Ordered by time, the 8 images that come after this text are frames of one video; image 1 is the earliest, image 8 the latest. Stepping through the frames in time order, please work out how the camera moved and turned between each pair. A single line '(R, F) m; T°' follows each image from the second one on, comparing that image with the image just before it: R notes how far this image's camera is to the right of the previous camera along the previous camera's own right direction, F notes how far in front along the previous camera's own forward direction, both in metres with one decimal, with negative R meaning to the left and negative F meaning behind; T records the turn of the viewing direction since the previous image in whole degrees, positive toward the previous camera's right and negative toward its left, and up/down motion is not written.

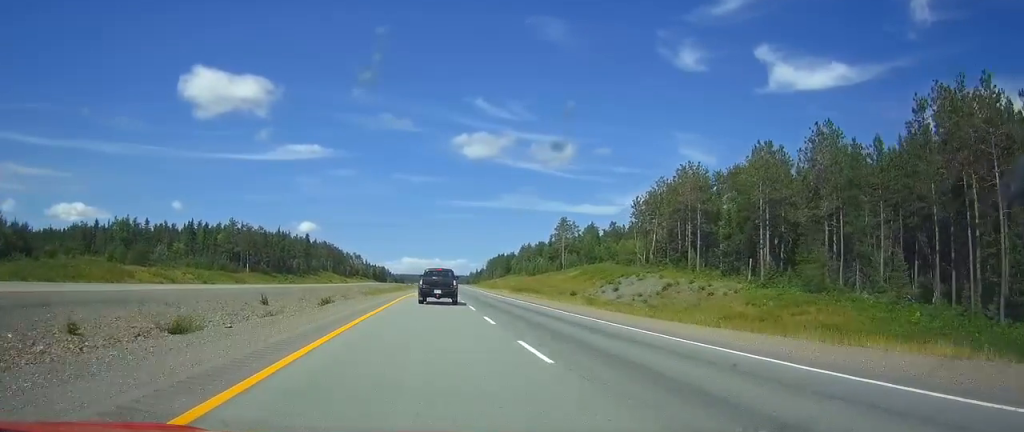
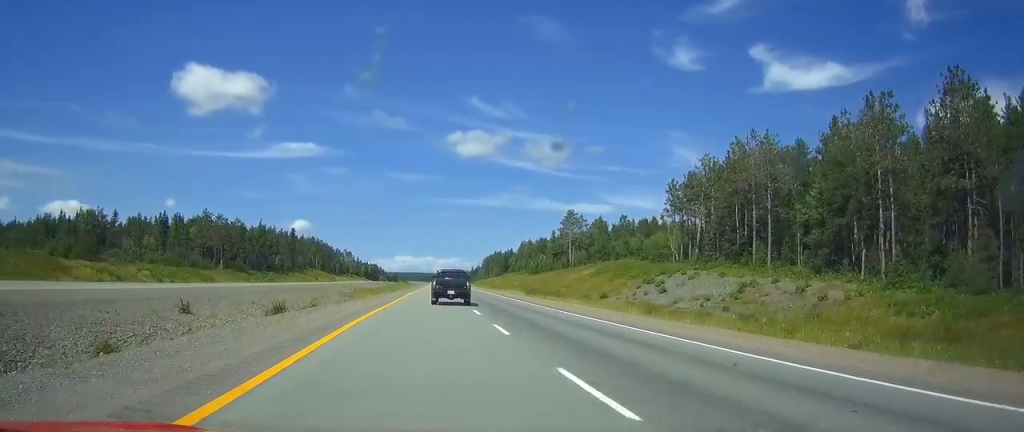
(+0.2, +22.3) m; +1°
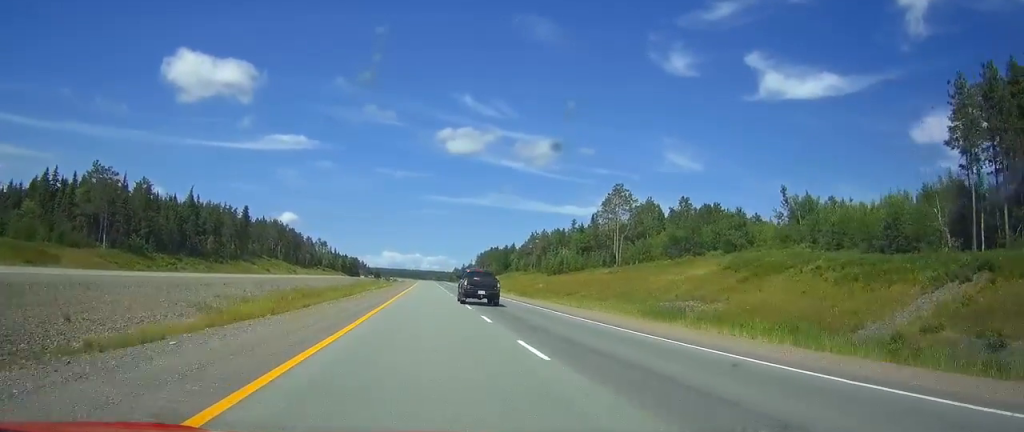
(+0.7, +68.0) m; +1°
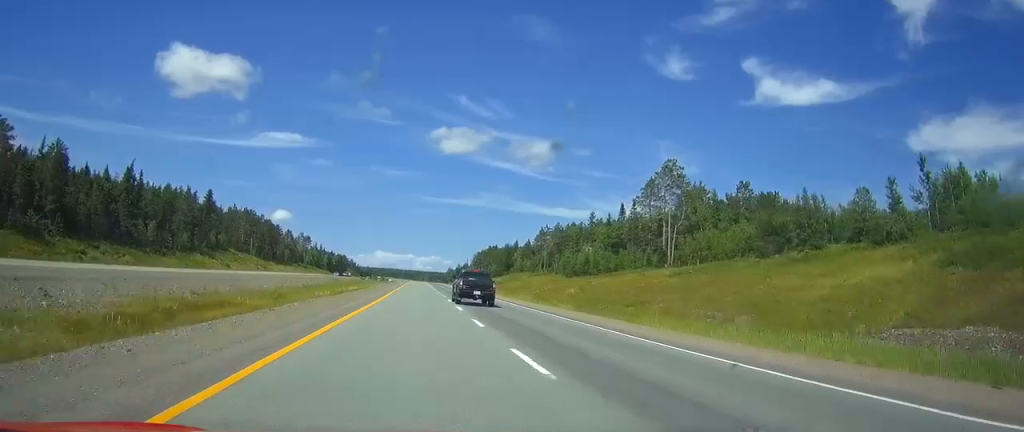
(+0.3, +38.4) m; +1°
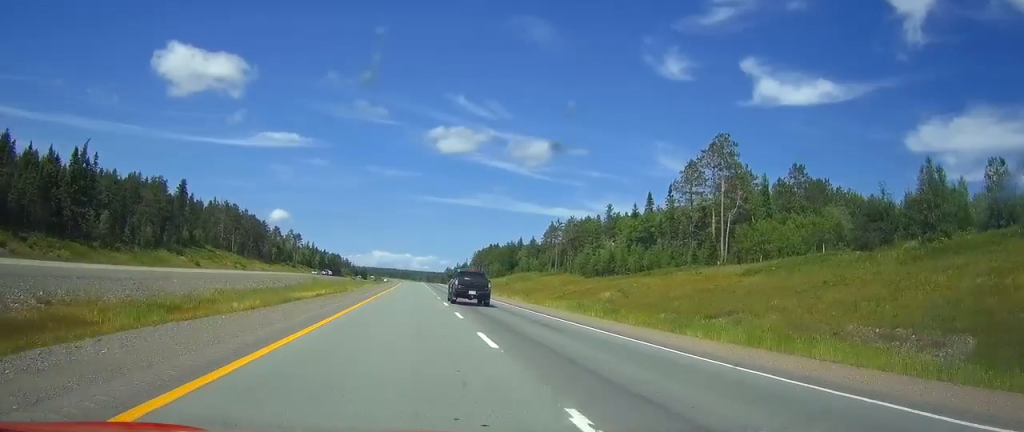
(+0.1, +23.5) m; 0°
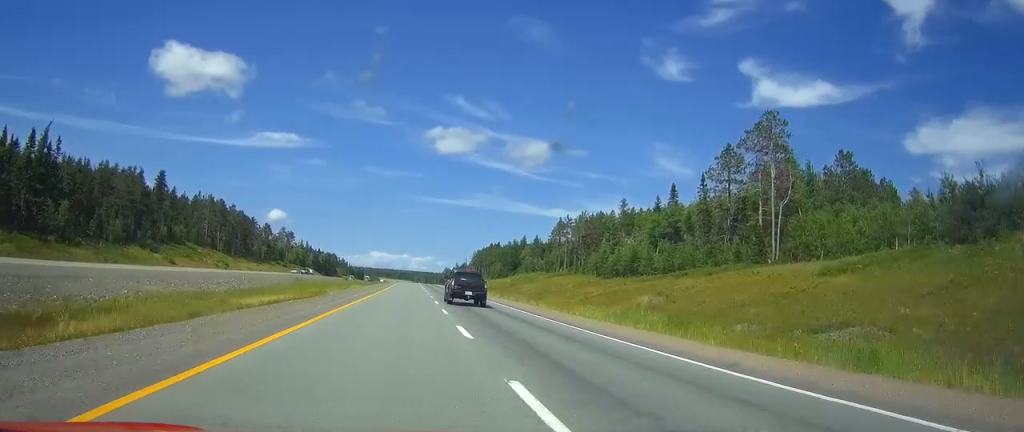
(0.0, +16.0) m; 0°
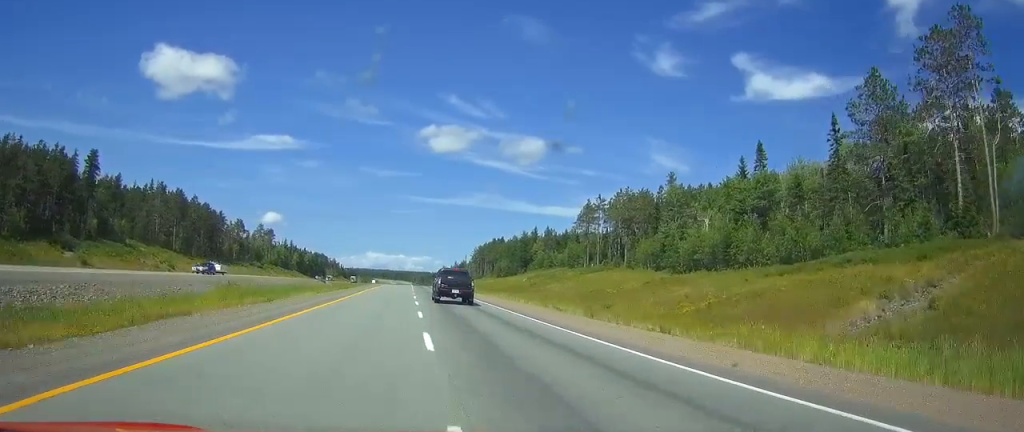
(+0.2, +39.6) m; 0°
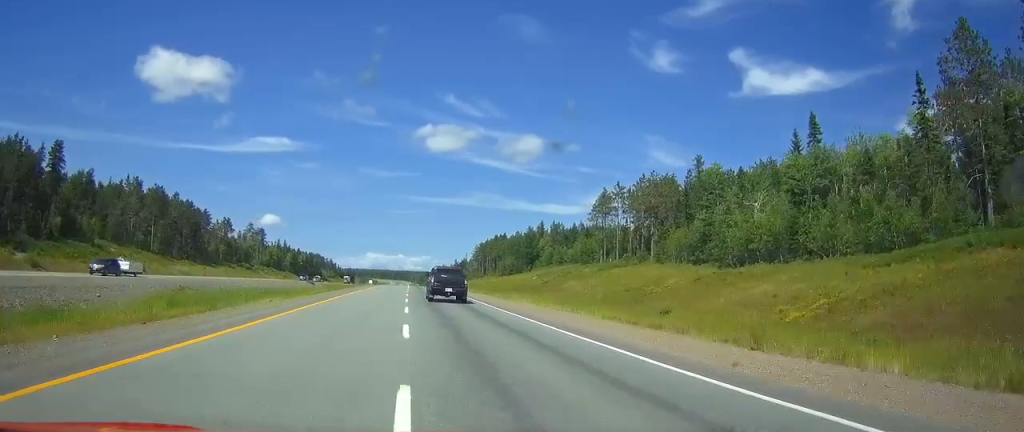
(0.0, +16.1) m; 0°
